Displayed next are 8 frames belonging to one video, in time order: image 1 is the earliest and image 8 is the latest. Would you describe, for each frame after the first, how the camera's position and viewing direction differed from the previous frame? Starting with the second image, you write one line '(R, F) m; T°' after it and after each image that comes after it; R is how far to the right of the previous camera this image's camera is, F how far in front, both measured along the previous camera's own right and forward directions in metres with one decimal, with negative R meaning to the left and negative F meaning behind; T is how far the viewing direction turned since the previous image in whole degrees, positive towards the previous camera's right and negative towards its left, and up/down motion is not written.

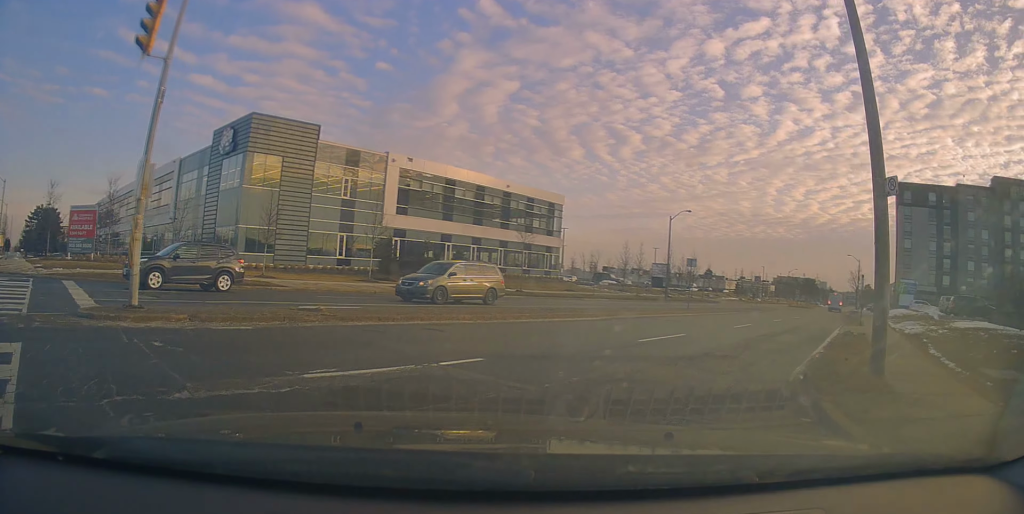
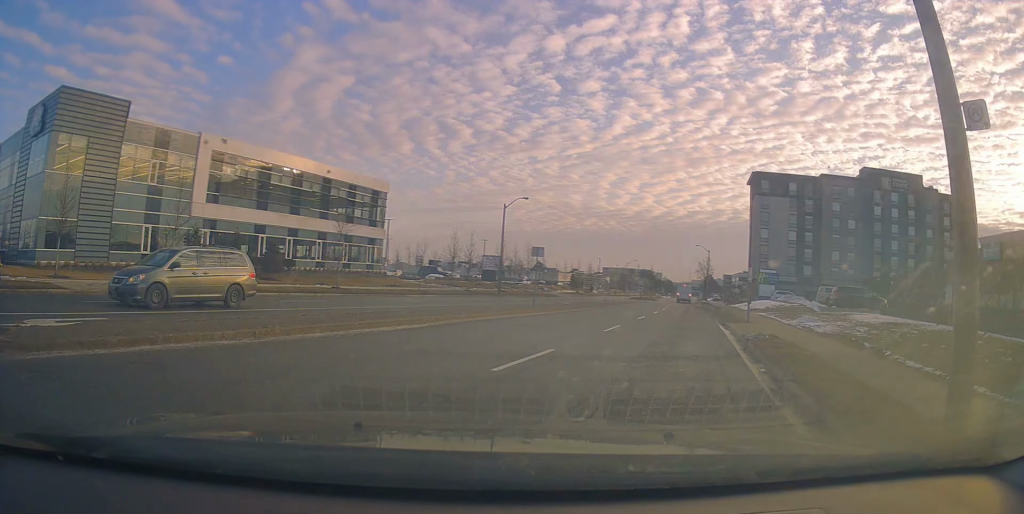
(+0.9, +5.0) m; +11°
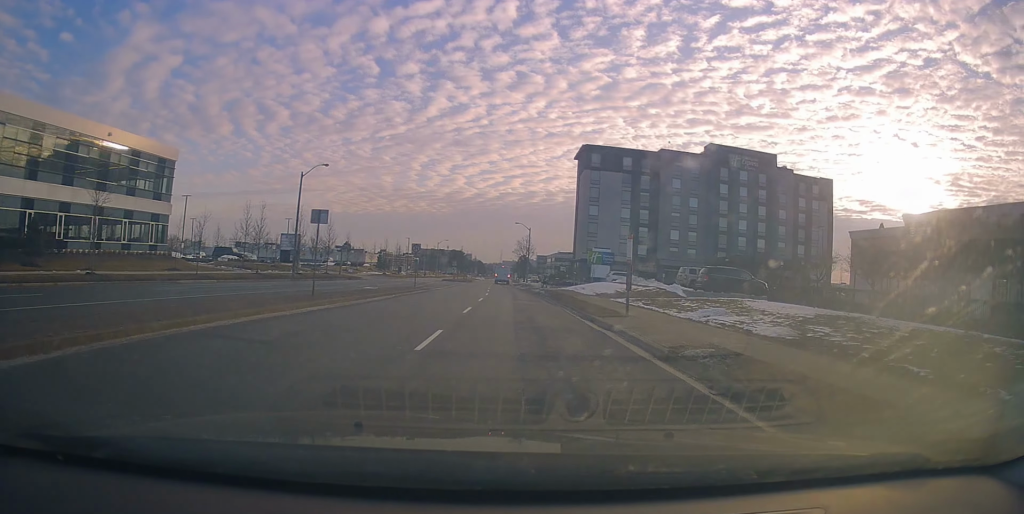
(+1.0, +7.9) m; +12°
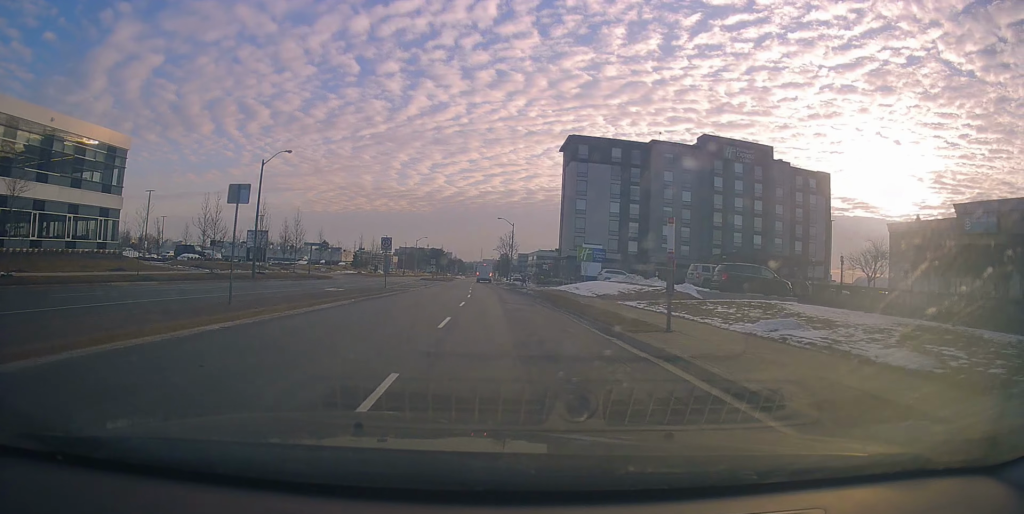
(+0.2, +5.1) m; +4°
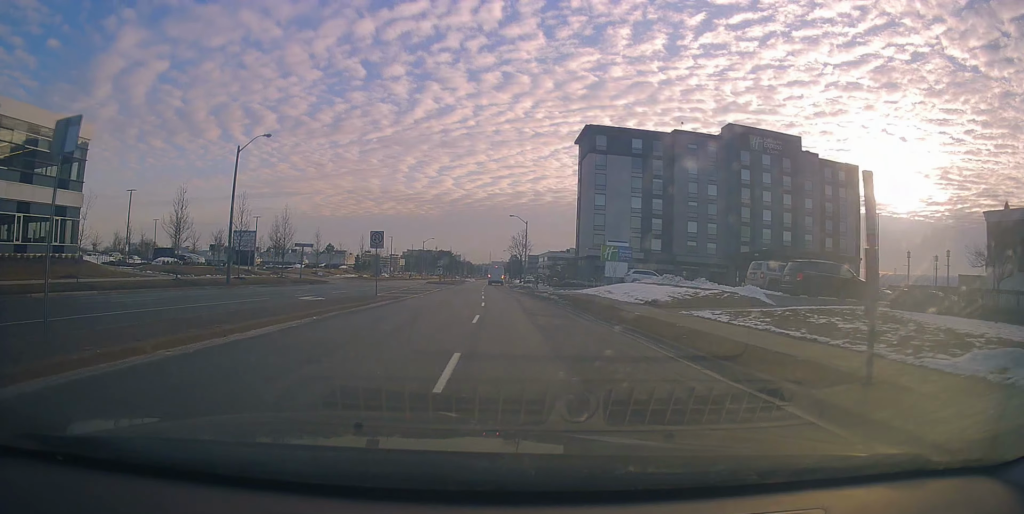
(+0.5, +6.7) m; +1°
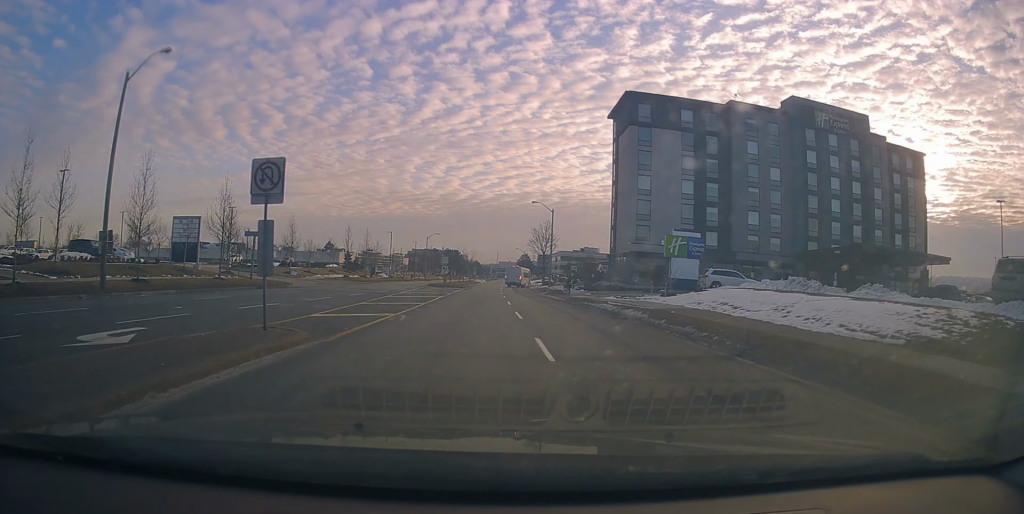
(-0.2, +15.3) m; +1°
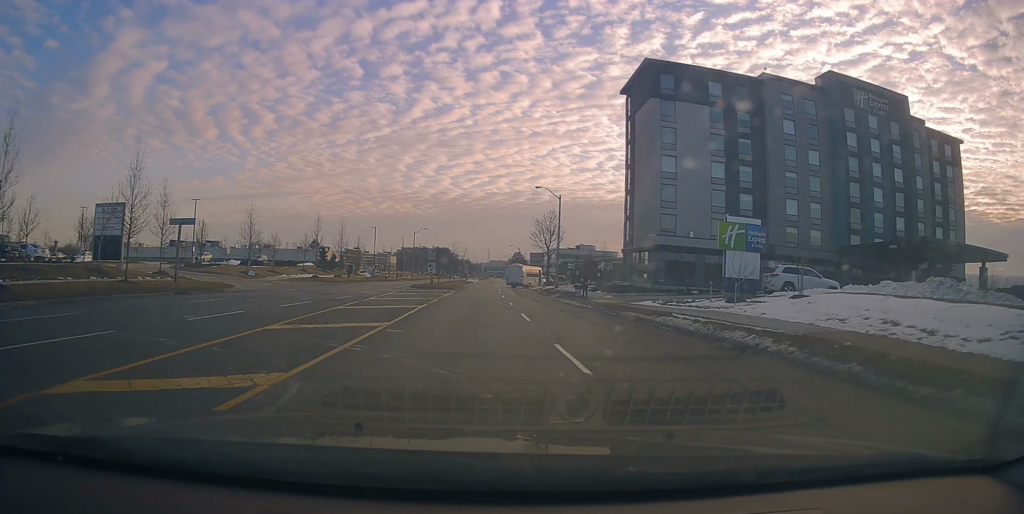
(+0.3, +9.7) m; +1°
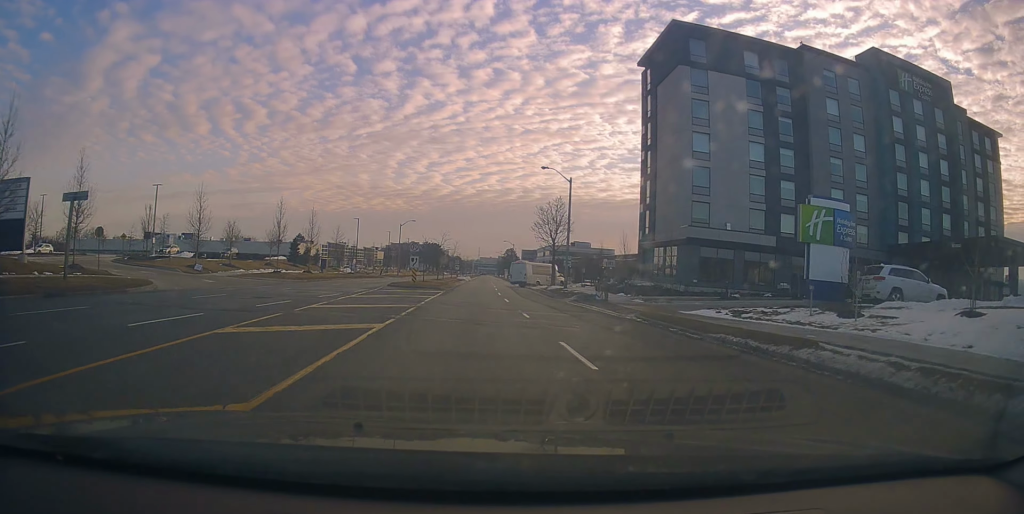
(0.0, +8.9) m; -1°
